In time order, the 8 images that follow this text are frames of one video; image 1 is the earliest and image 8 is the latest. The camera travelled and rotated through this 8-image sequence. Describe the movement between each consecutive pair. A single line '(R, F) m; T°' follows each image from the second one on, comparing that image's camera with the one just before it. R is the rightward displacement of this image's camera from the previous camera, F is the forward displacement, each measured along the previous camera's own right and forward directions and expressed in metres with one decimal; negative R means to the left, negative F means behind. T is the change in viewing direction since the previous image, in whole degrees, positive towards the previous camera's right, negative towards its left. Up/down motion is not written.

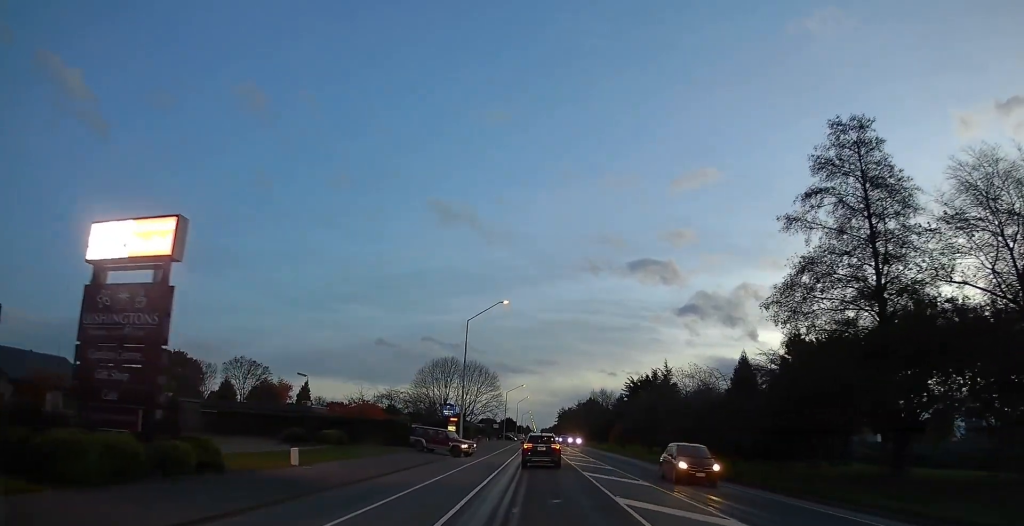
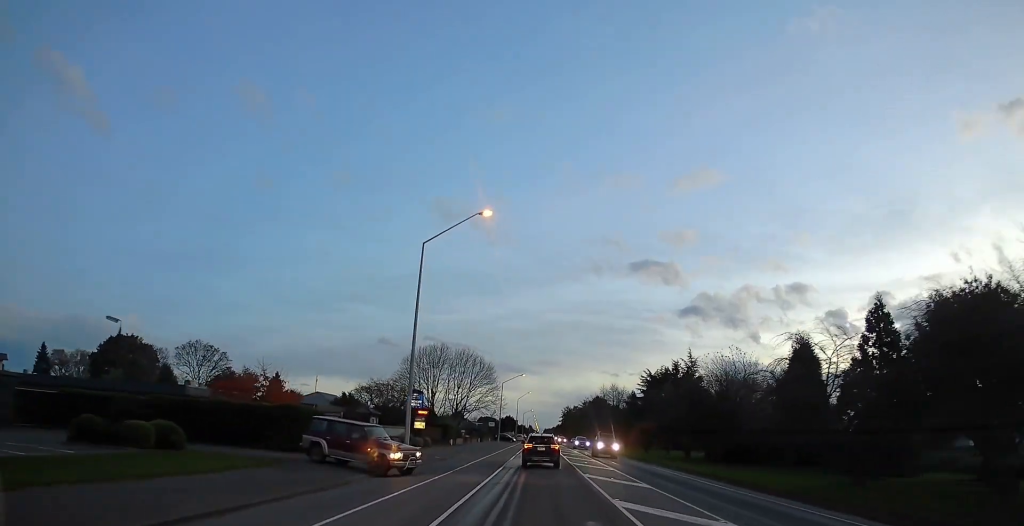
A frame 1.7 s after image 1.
(+0.5, +21.9) m; +2°
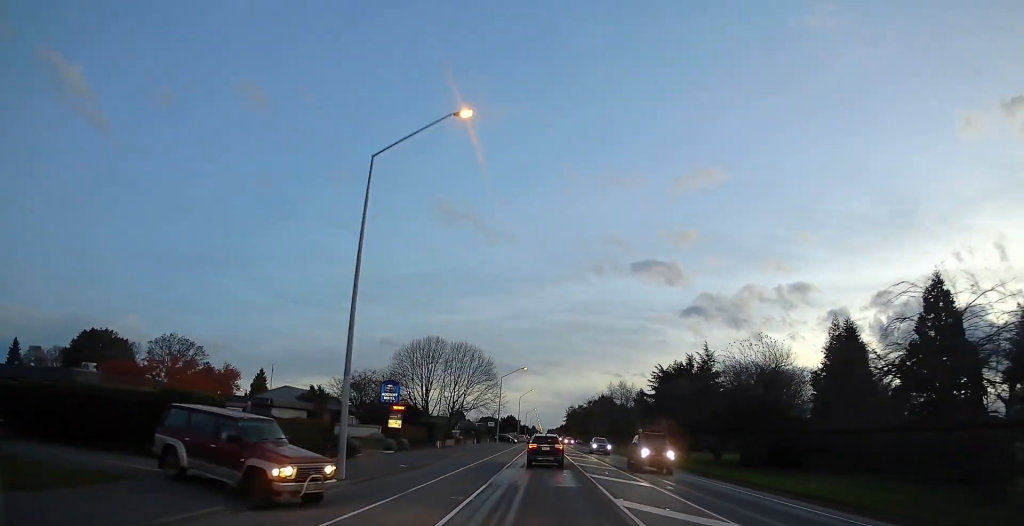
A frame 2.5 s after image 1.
(0.0, +11.0) m; +1°
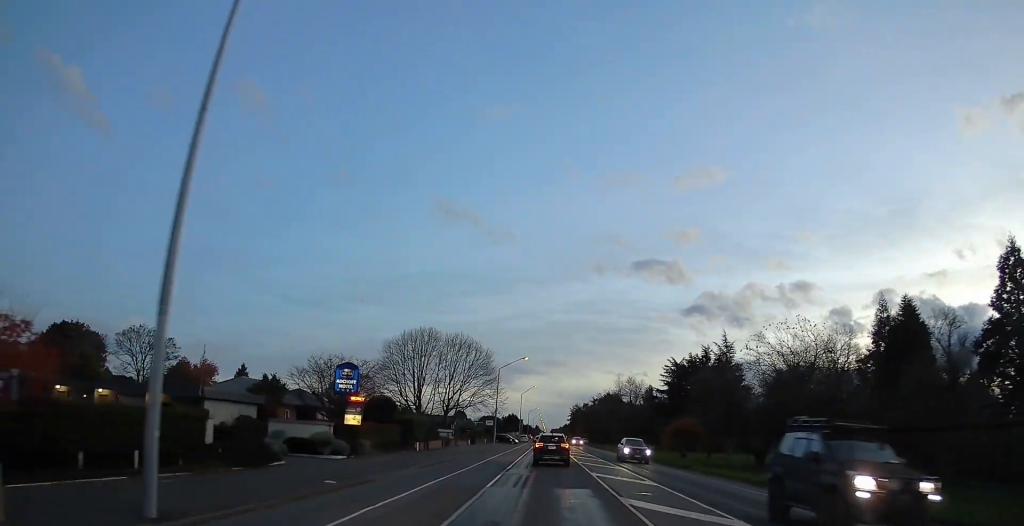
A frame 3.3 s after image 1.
(0.0, +10.9) m; +1°
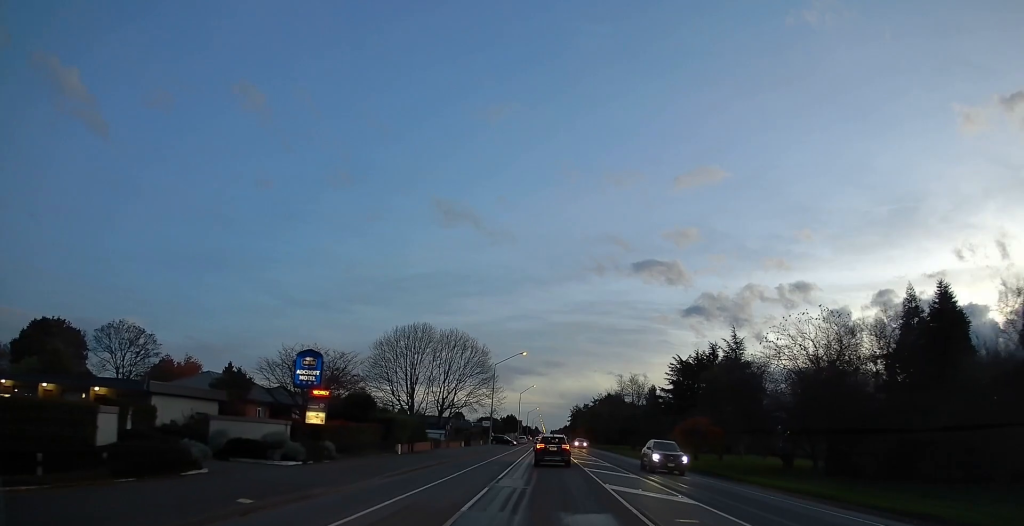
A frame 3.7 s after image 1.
(+0.3, +6.0) m; 0°
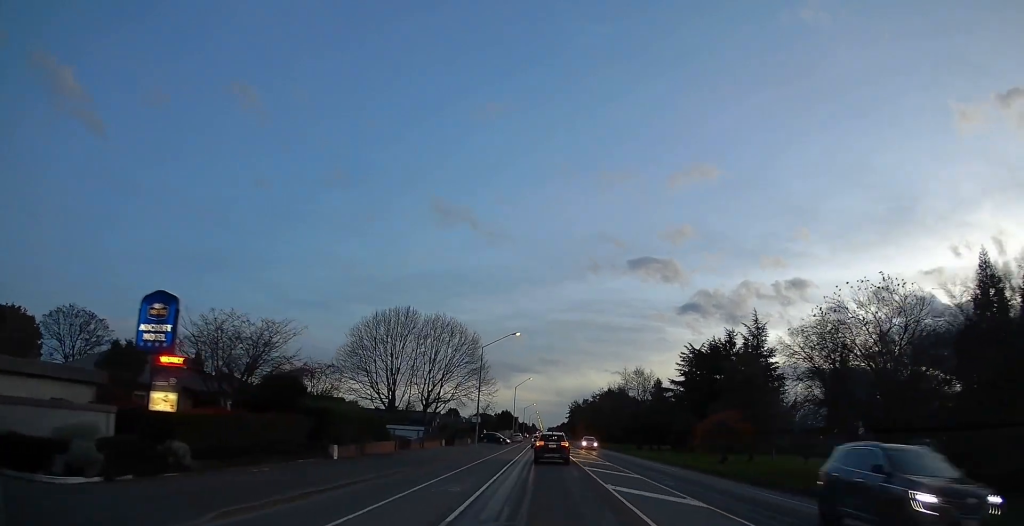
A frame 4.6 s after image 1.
(-0.2, +12.4) m; -2°
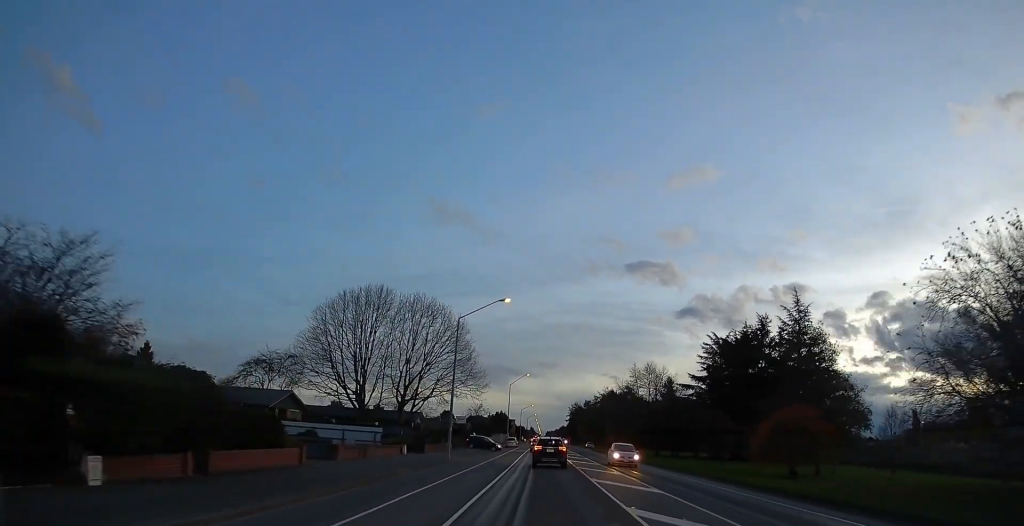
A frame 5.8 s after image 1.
(-0.3, +16.4) m; -1°
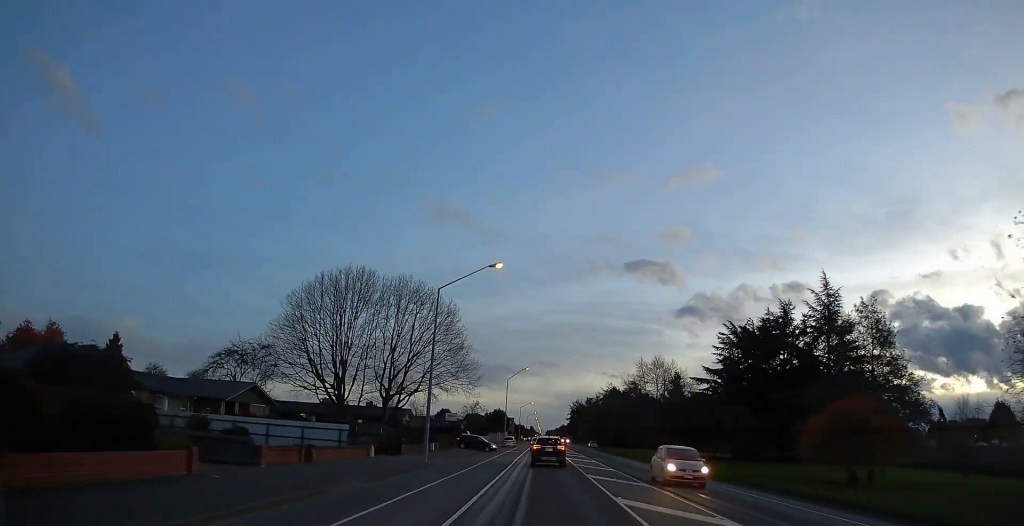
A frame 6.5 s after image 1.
(0.0, +8.5) m; 0°
